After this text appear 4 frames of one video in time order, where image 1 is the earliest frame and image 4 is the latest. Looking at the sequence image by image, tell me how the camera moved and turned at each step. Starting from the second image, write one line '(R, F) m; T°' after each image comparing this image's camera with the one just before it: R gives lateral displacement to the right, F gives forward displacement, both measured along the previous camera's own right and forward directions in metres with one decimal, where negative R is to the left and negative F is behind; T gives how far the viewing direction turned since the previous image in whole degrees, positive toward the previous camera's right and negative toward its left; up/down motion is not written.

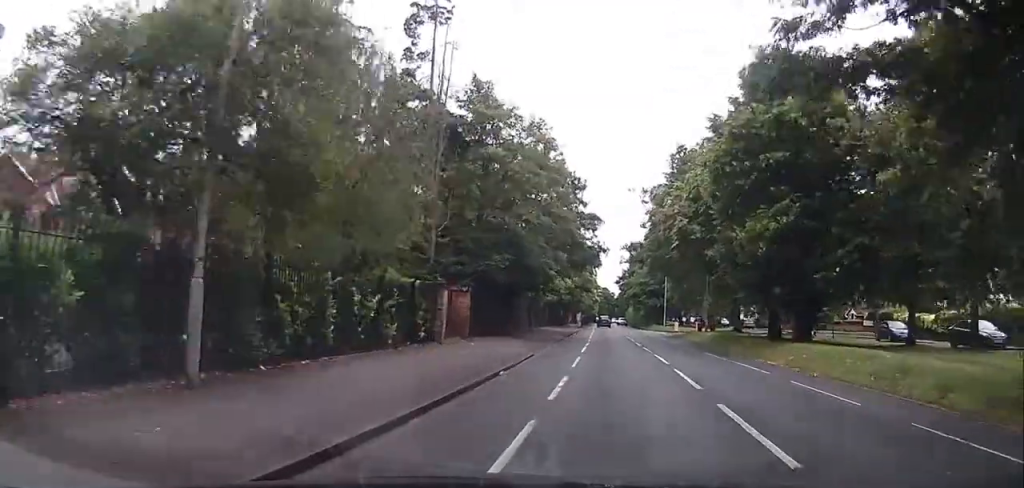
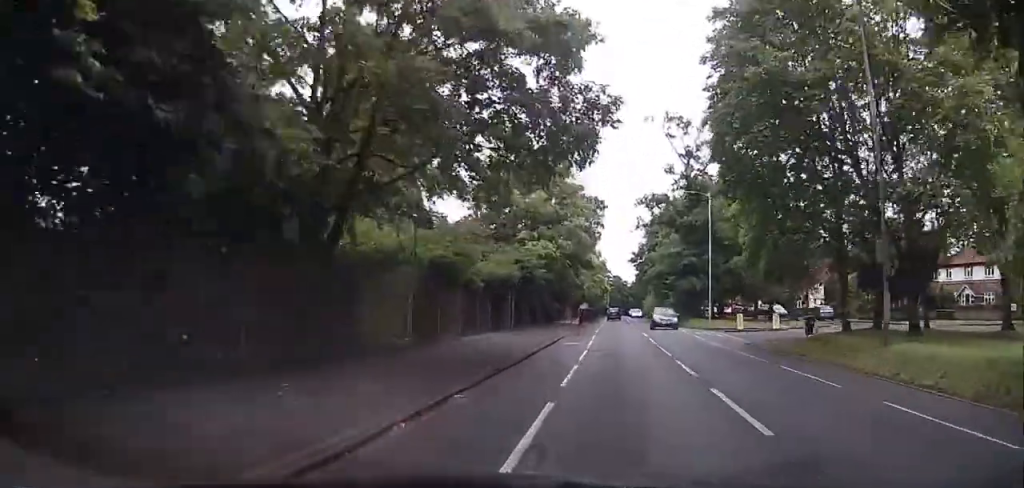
(+2.0, +31.1) m; +1°
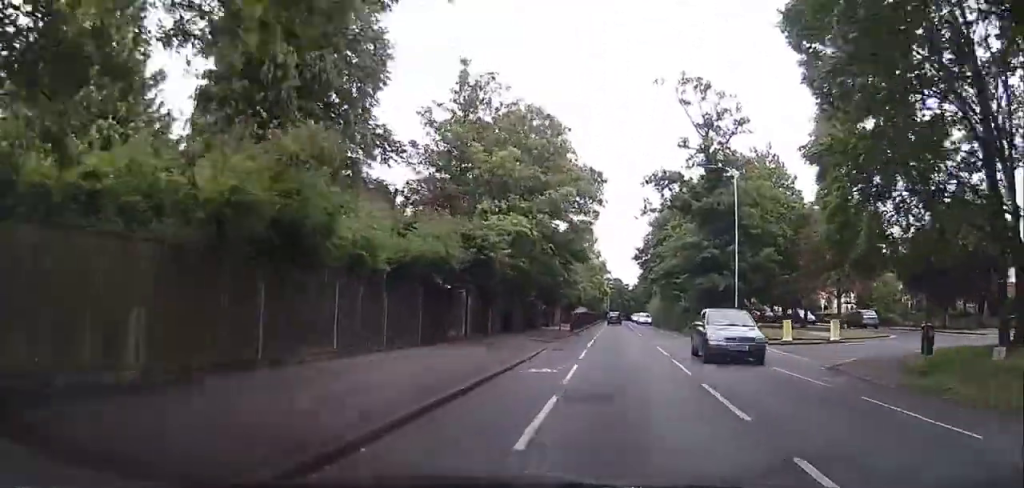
(-0.2, +11.5) m; -1°
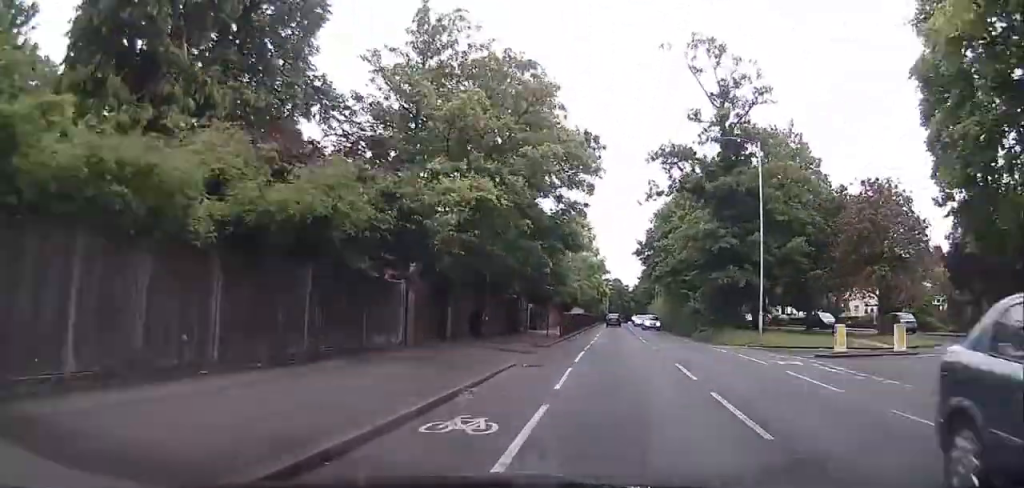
(0.0, +7.2) m; 0°
